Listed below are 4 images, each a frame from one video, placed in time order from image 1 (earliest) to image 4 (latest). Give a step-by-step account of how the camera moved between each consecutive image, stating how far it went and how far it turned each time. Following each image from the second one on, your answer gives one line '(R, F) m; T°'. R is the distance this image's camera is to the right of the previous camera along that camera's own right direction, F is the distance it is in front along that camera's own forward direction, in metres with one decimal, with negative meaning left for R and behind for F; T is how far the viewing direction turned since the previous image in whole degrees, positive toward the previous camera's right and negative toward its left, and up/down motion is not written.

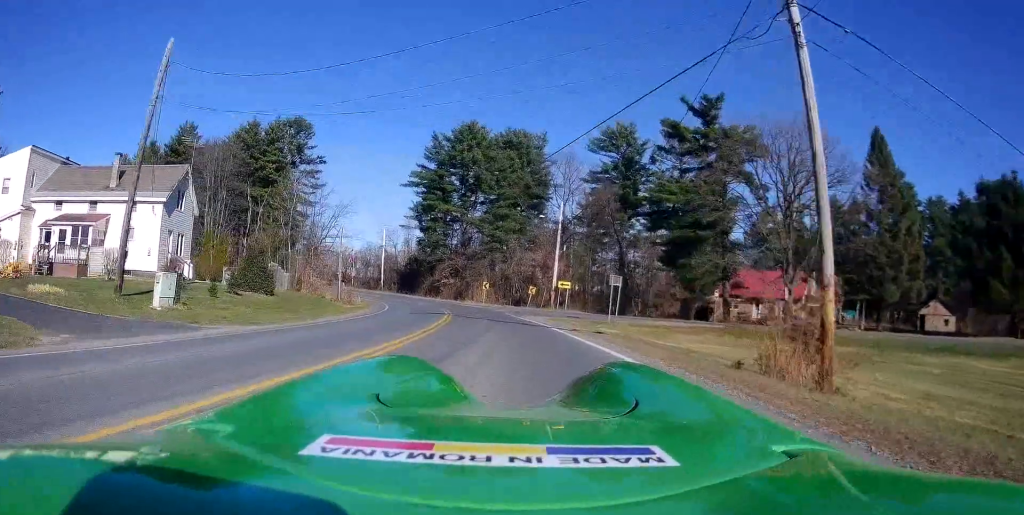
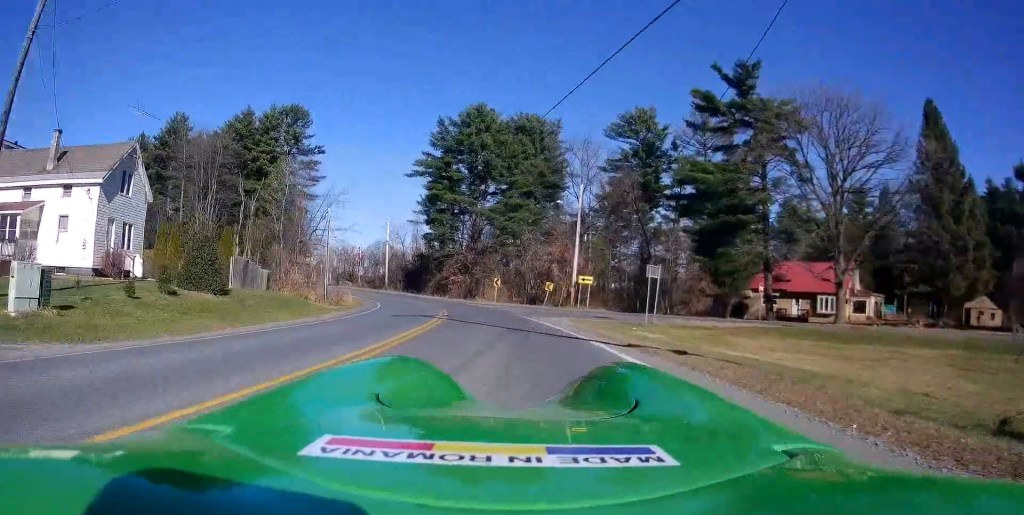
(-0.4, +7.1) m; -2°
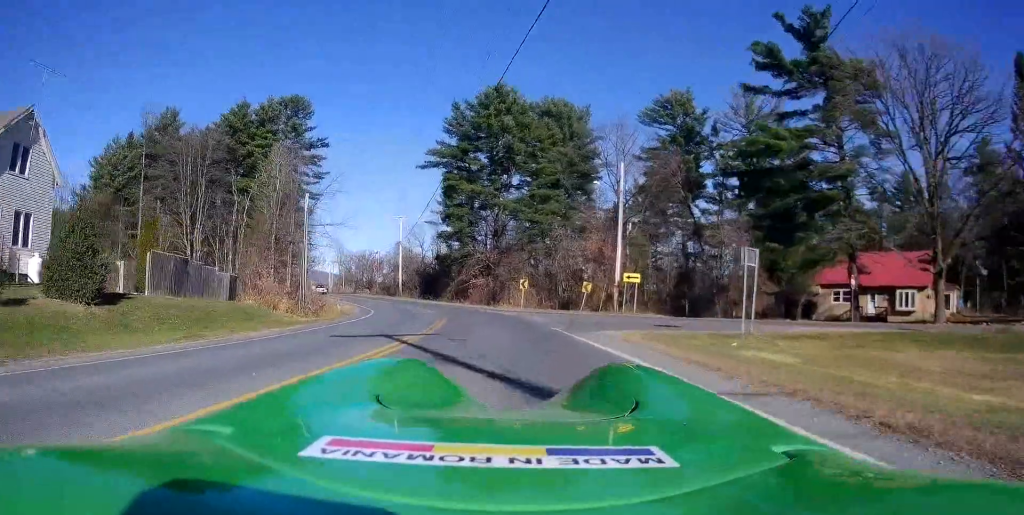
(-0.1, +9.9) m; -2°
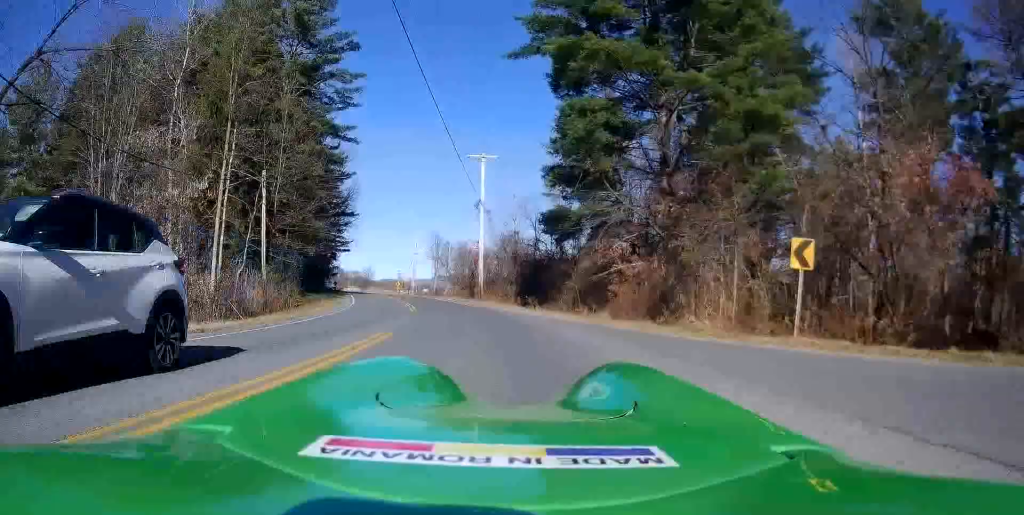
(-4.1, +36.9) m; -12°
